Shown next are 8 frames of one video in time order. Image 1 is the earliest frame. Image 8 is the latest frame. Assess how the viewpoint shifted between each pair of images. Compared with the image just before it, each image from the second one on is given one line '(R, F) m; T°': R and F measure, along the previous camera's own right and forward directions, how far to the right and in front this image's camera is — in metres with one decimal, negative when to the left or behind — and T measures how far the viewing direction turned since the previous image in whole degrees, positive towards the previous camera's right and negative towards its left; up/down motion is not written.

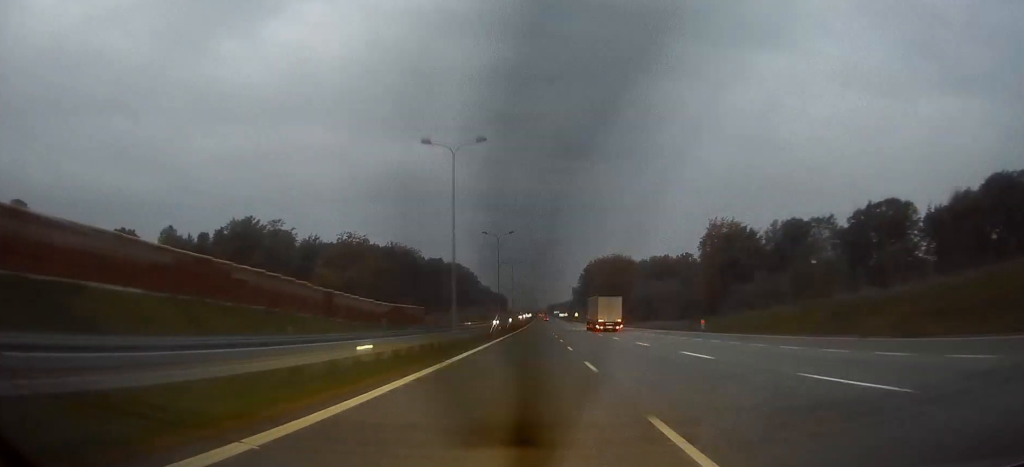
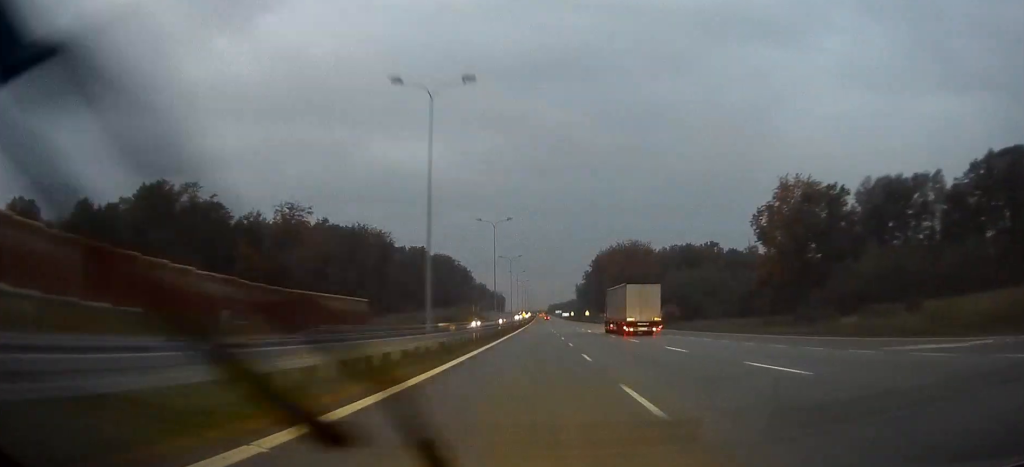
(+0.1, +56.1) m; 0°
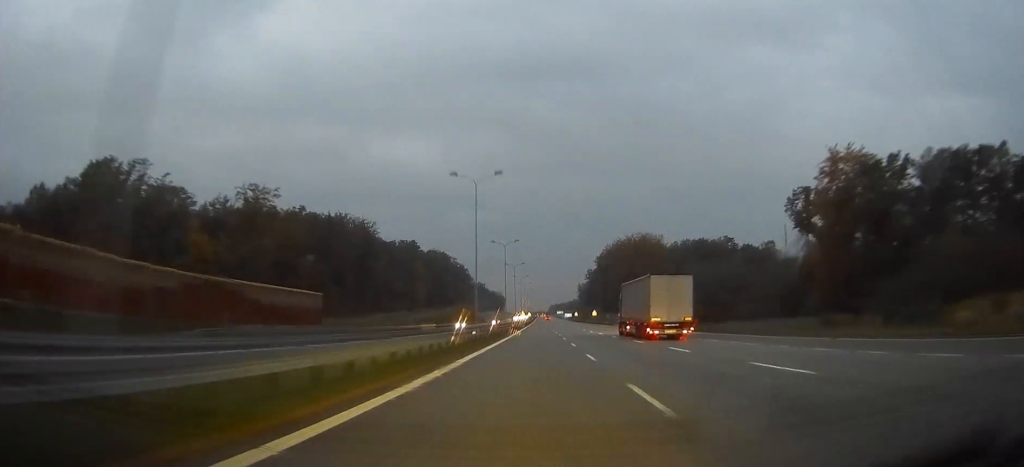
(0.0, +24.1) m; 0°
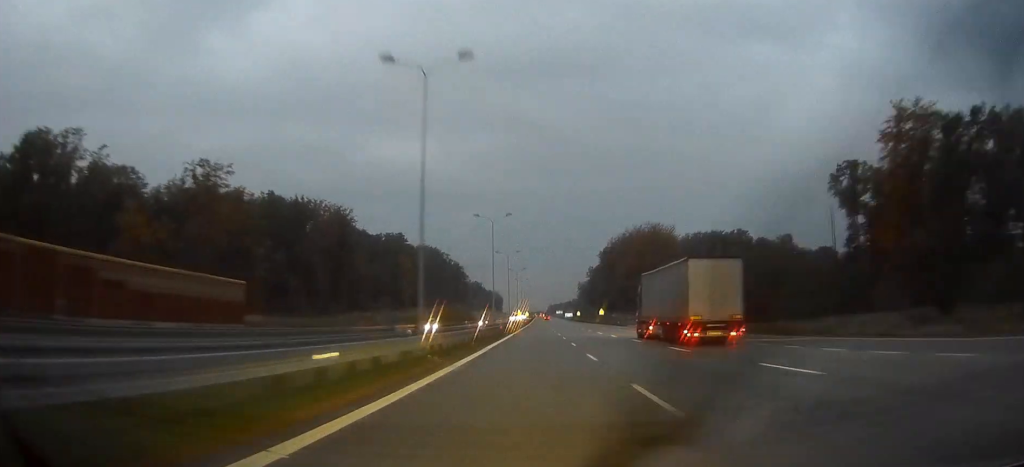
(0.0, +24.1) m; 0°
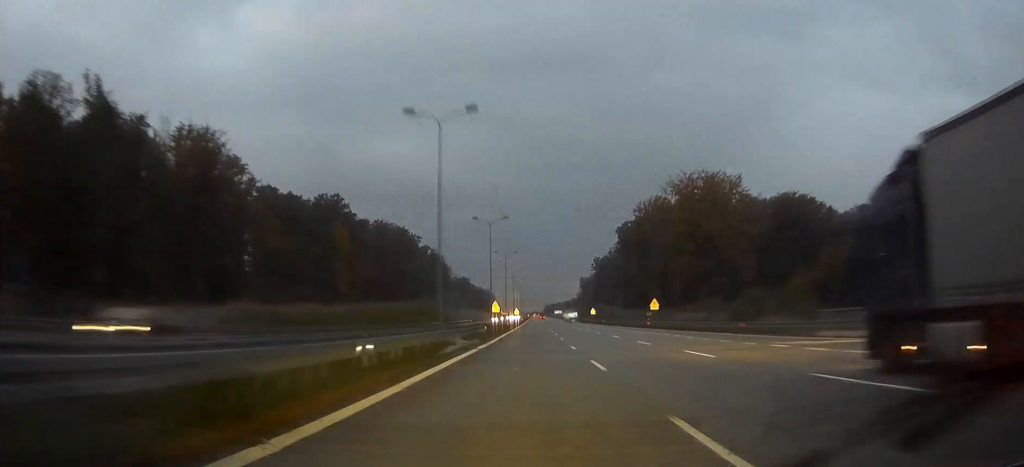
(+0.1, +77.0) m; 0°
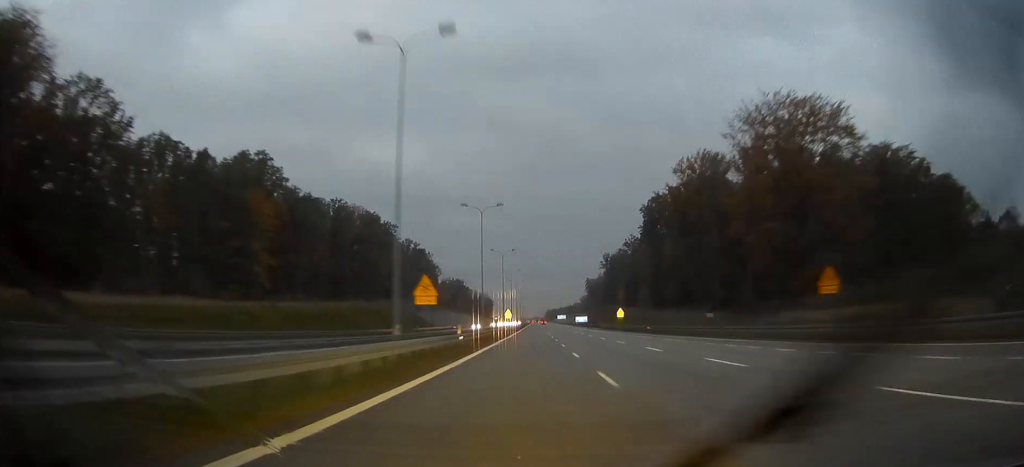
(-0.1, +50.0) m; 0°
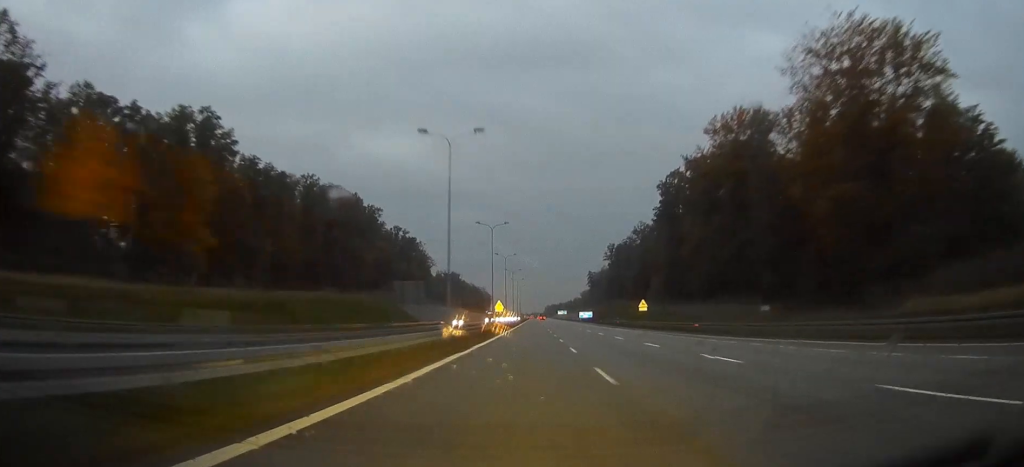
(+0.1, +24.3) m; 0°
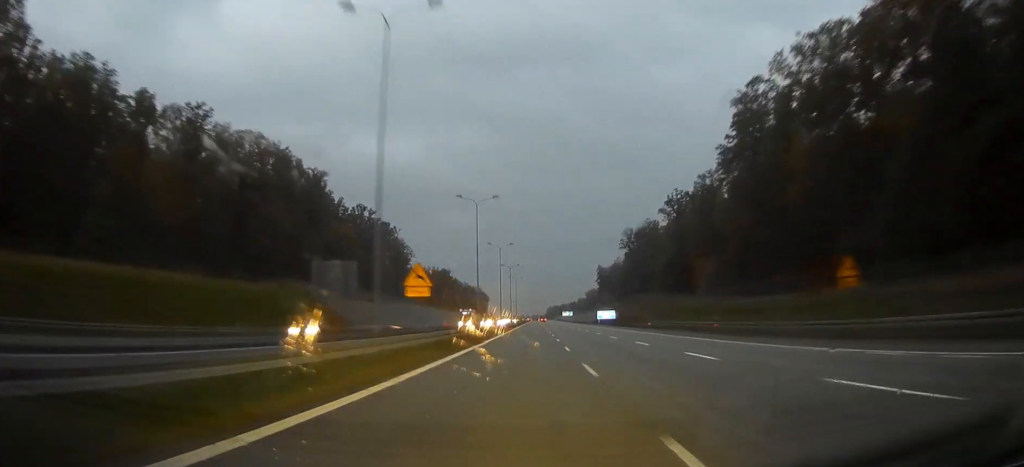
(-0.1, +60.0) m; 0°
